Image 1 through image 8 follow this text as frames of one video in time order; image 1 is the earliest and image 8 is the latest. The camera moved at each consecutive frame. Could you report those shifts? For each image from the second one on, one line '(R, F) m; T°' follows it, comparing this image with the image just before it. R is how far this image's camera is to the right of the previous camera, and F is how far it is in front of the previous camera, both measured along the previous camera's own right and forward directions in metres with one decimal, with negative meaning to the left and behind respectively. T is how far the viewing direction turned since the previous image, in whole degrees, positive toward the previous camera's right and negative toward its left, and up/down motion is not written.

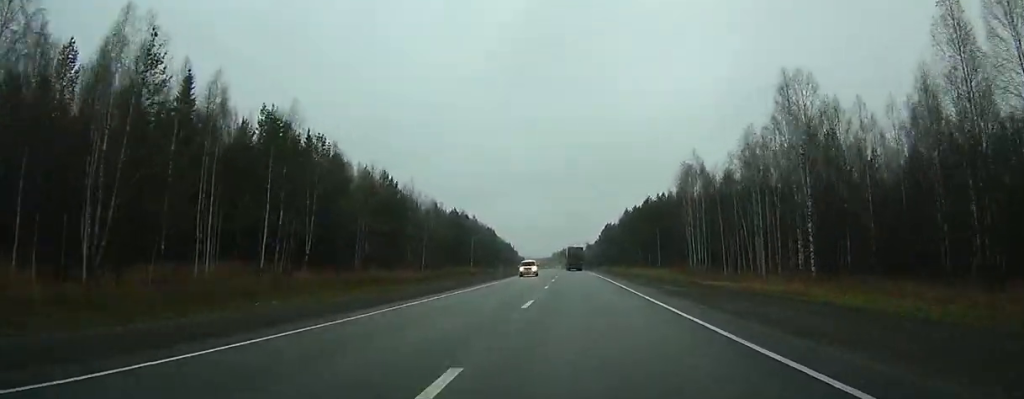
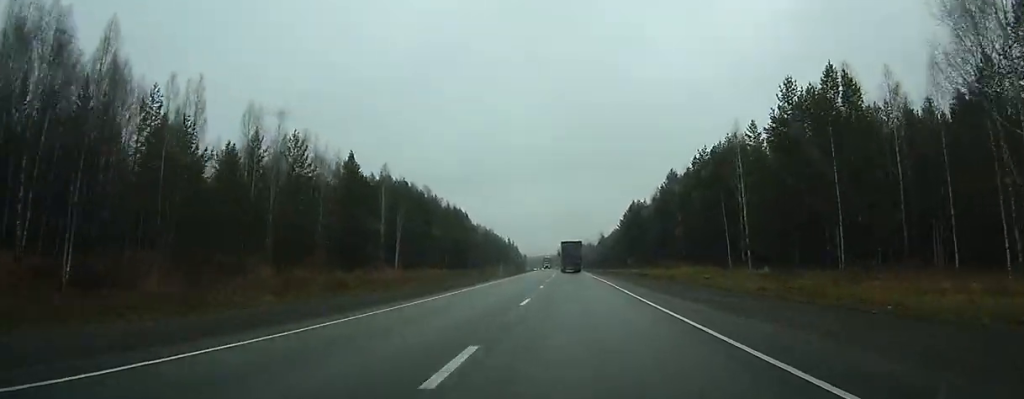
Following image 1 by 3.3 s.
(-0.5, +80.1) m; -1°
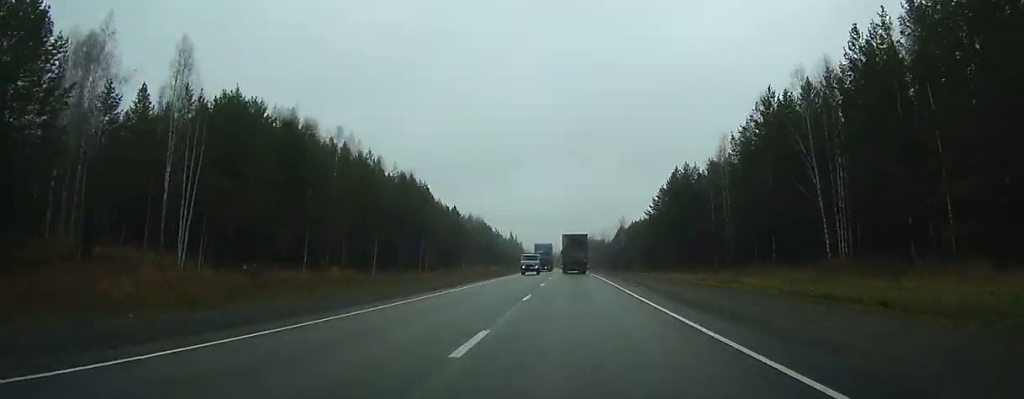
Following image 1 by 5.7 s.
(-0.2, +55.3) m; 0°
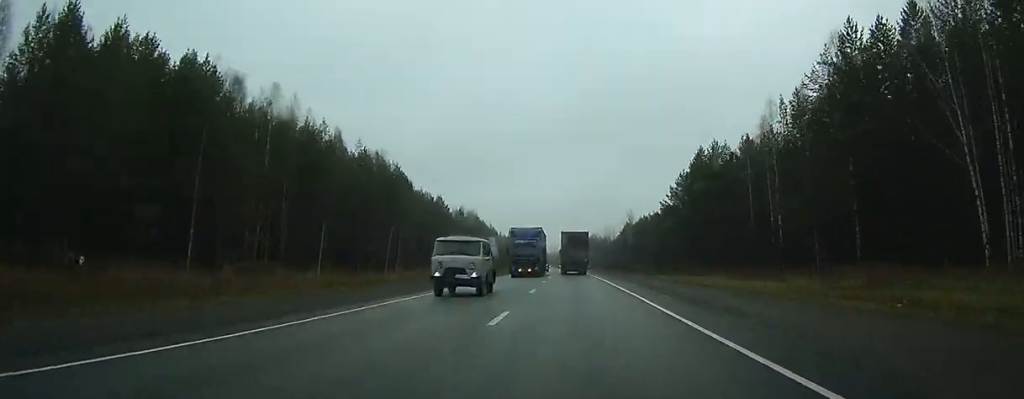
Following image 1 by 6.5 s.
(+0.1, +19.8) m; 0°
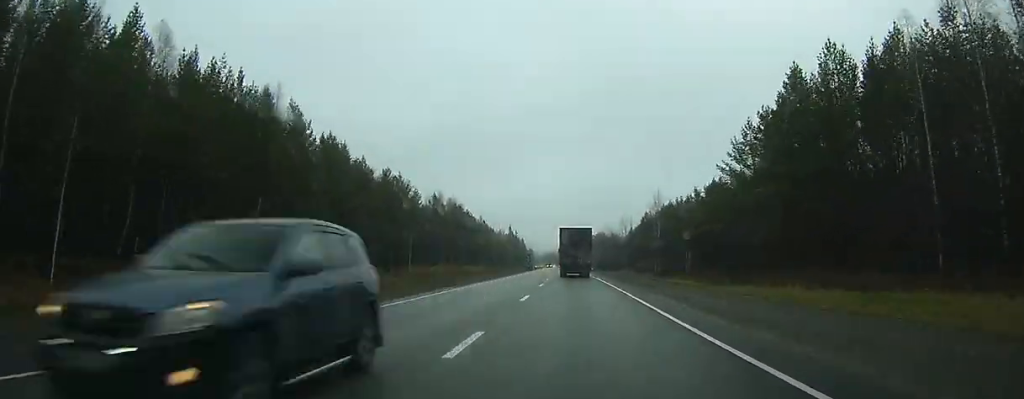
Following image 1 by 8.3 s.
(-0.3, +41.6) m; -1°
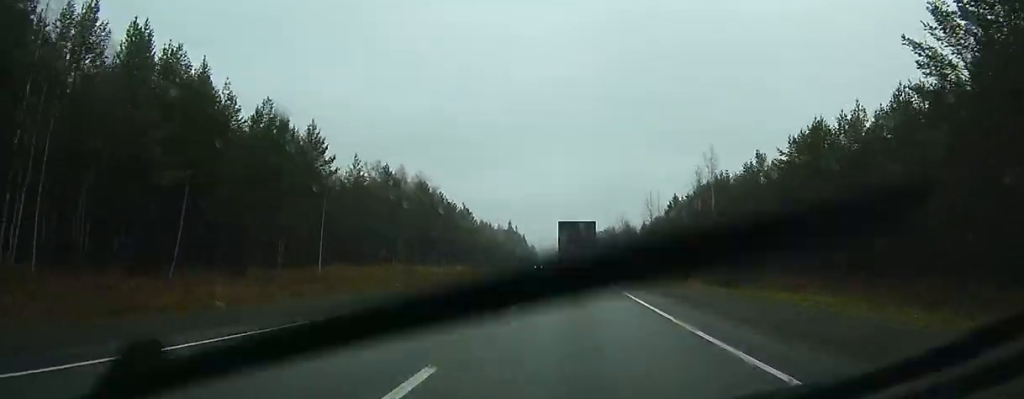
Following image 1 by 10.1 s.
(-0.2, +41.9) m; -1°
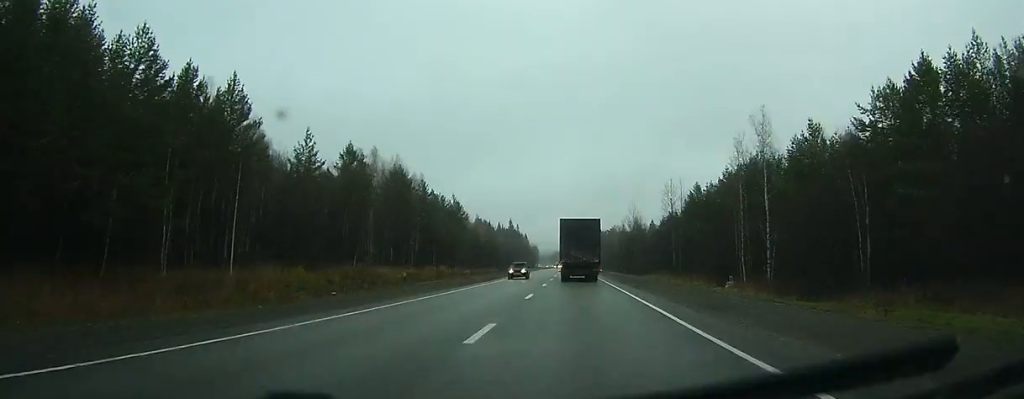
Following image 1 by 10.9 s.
(-0.1, +19.3) m; 0°
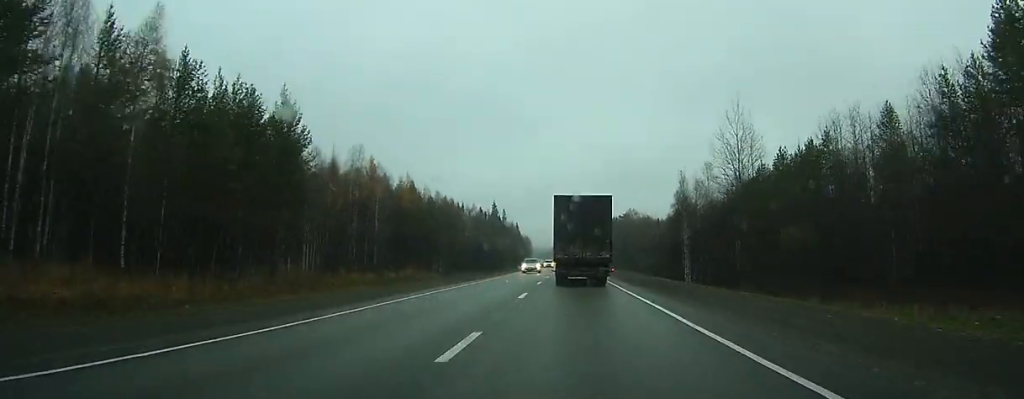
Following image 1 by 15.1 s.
(-0.4, +84.1) m; 0°
